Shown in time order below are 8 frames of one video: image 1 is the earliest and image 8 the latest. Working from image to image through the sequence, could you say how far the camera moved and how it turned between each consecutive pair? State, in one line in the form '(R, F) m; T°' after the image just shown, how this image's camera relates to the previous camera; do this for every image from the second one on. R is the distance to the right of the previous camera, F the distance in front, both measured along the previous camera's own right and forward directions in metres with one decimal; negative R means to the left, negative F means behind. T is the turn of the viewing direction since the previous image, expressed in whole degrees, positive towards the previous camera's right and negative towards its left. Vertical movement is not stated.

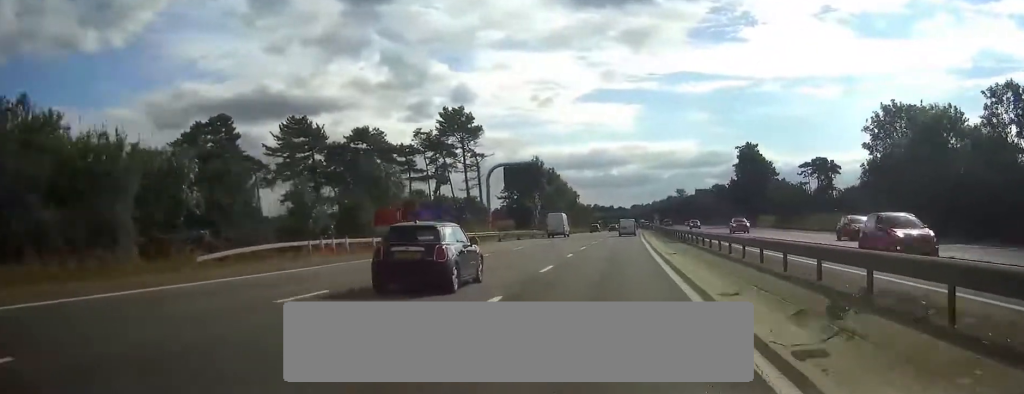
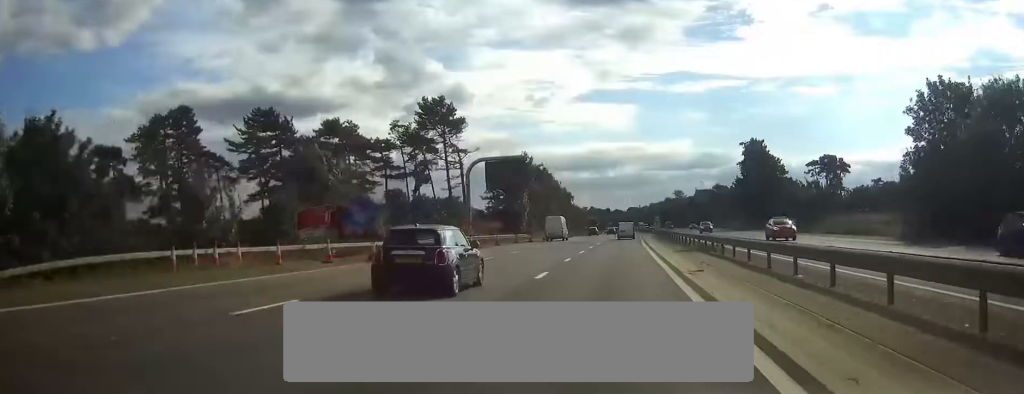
(+0.1, +10.5) m; 0°
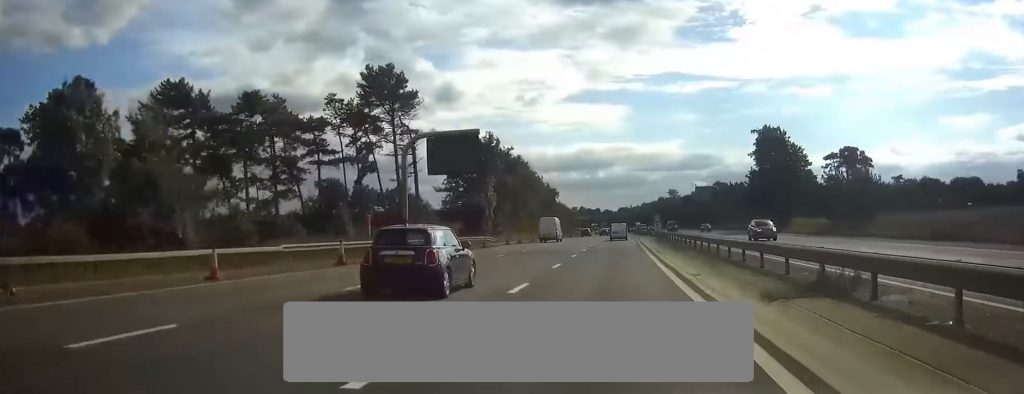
(+0.1, +21.8) m; 0°
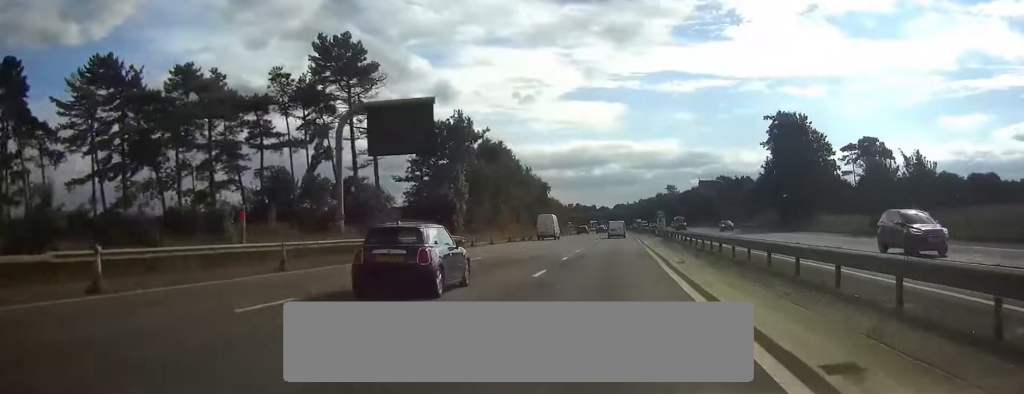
(+0.1, +14.0) m; 0°
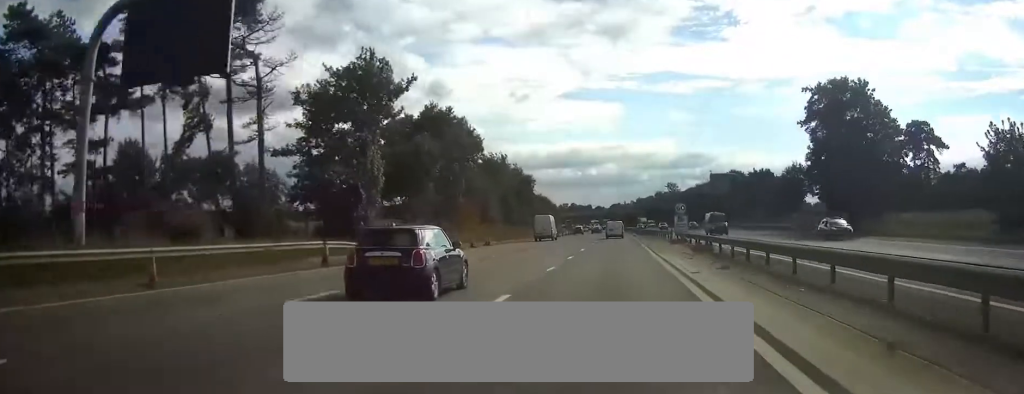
(0.0, +25.3) m; 0°
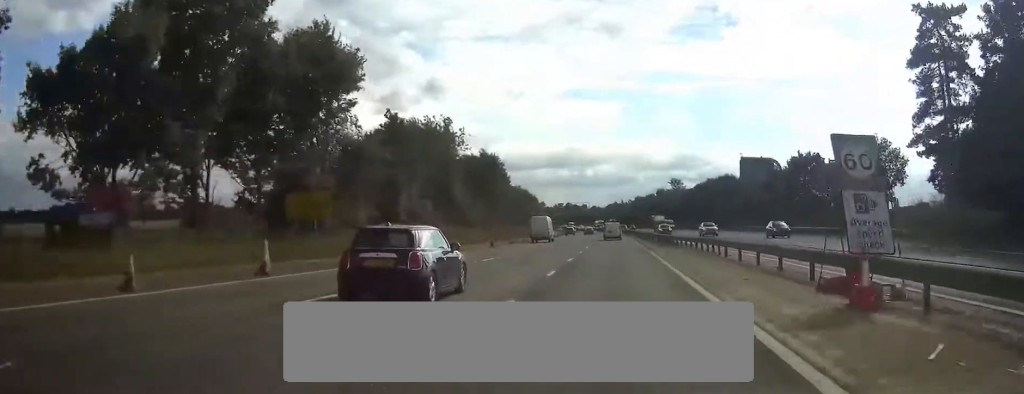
(+0.2, +36.7) m; 0°
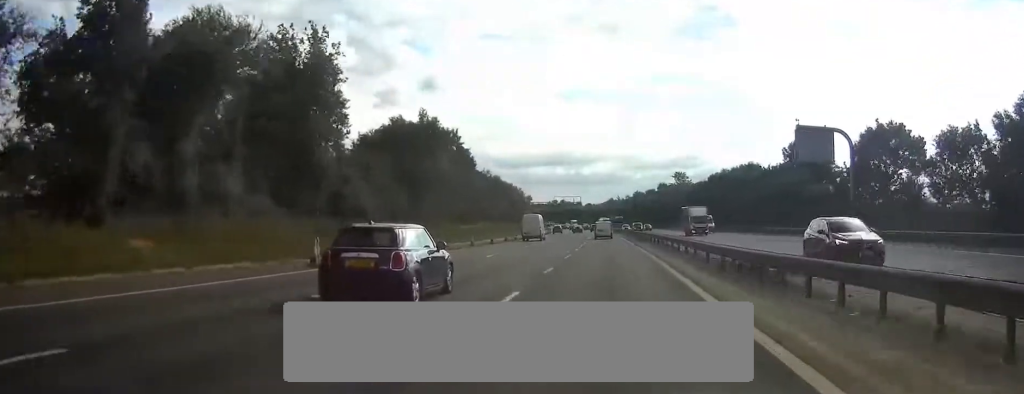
(-0.1, +34.2) m; 0°
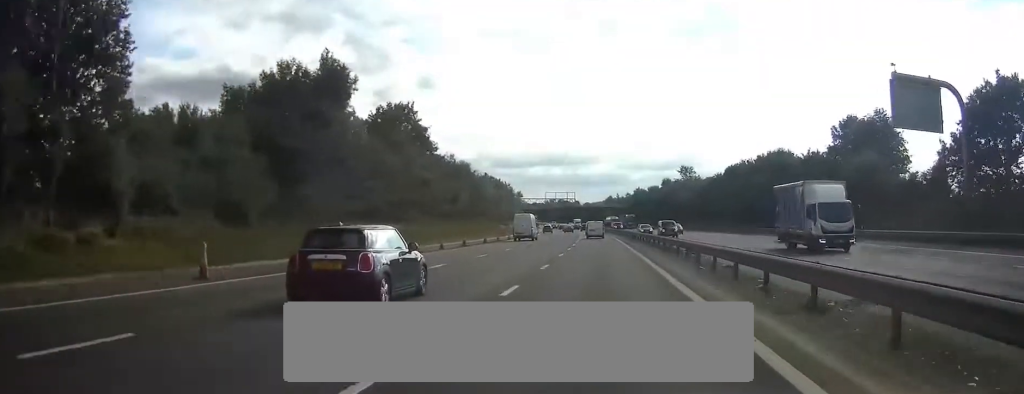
(0.0, +26.5) m; 0°
